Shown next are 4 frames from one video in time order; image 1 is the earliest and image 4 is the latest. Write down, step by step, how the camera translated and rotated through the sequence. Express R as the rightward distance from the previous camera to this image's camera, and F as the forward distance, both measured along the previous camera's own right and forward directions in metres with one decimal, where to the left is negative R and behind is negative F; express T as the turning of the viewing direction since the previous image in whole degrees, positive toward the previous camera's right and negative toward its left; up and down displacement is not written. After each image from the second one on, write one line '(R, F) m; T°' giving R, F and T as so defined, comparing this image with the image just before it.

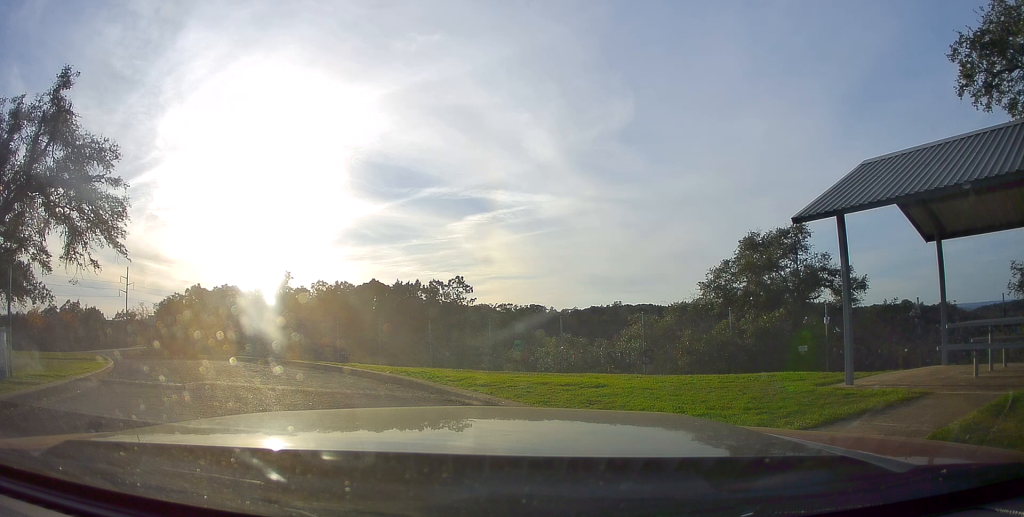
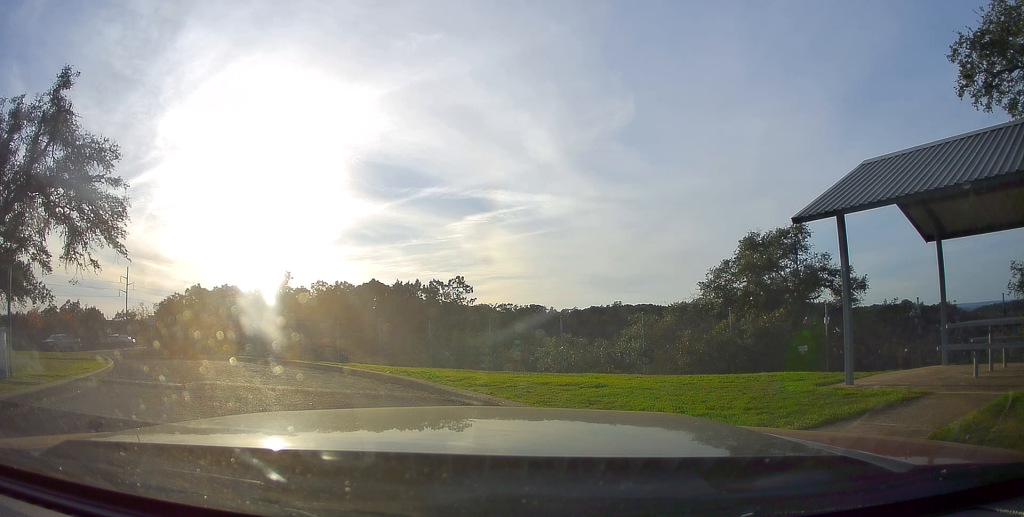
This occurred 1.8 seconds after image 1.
(0.0, 0.0) m; 0°
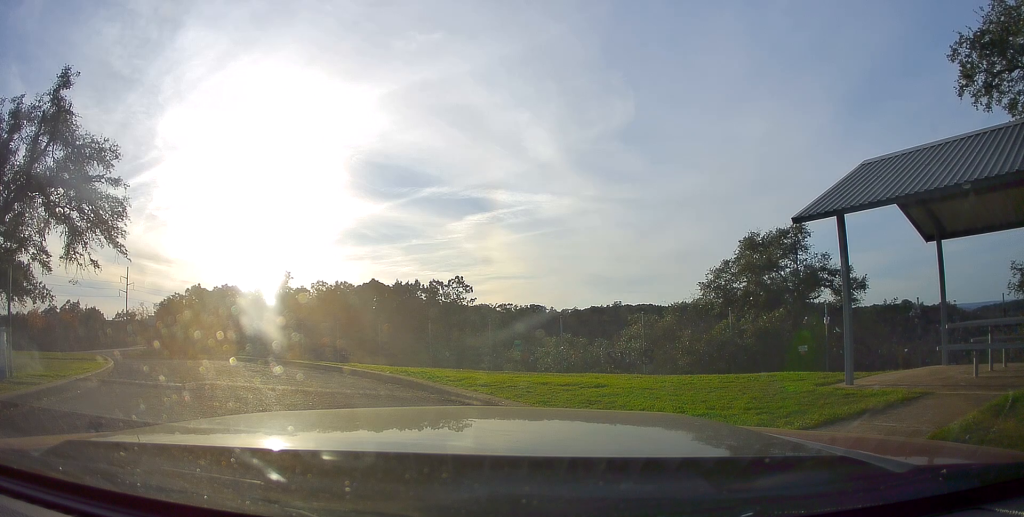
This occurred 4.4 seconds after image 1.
(0.0, 0.0) m; 0°
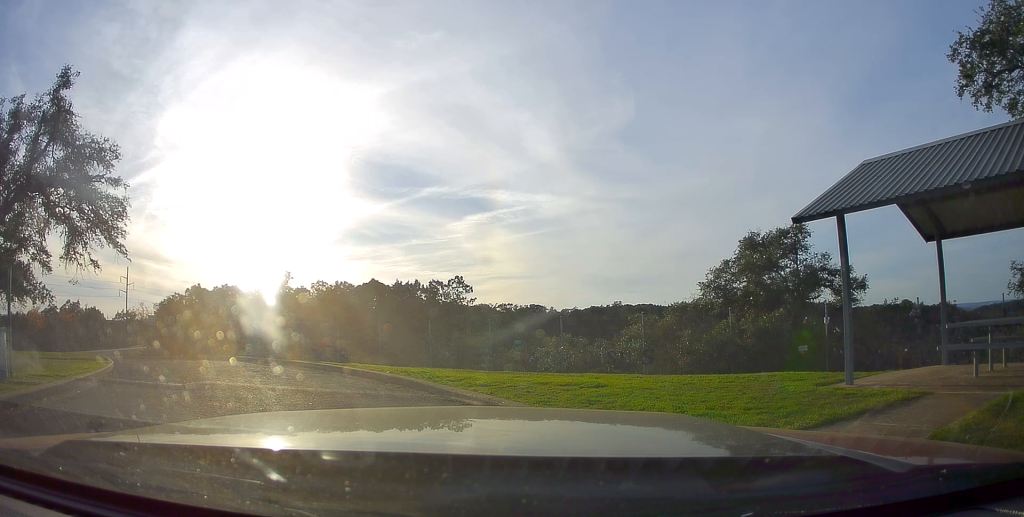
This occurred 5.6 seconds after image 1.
(0.0, 0.0) m; 0°
